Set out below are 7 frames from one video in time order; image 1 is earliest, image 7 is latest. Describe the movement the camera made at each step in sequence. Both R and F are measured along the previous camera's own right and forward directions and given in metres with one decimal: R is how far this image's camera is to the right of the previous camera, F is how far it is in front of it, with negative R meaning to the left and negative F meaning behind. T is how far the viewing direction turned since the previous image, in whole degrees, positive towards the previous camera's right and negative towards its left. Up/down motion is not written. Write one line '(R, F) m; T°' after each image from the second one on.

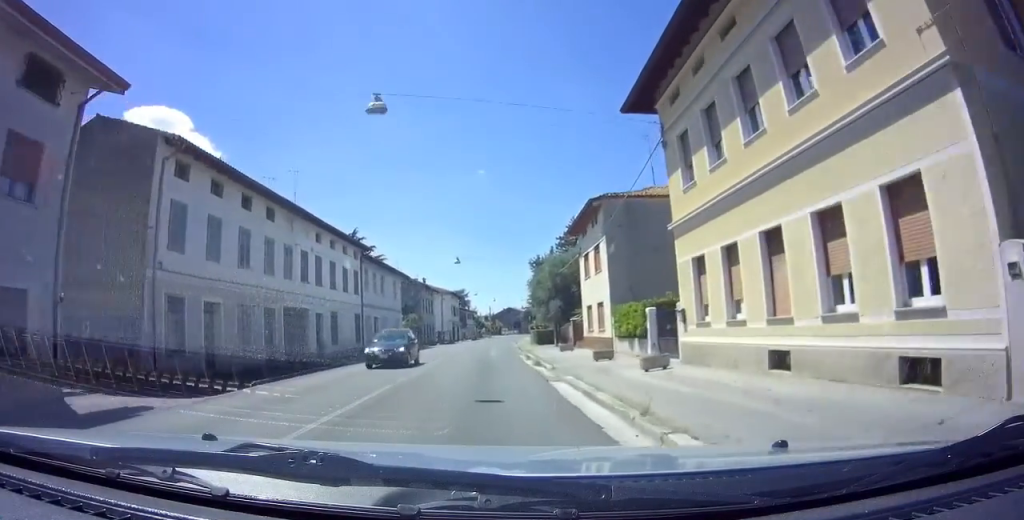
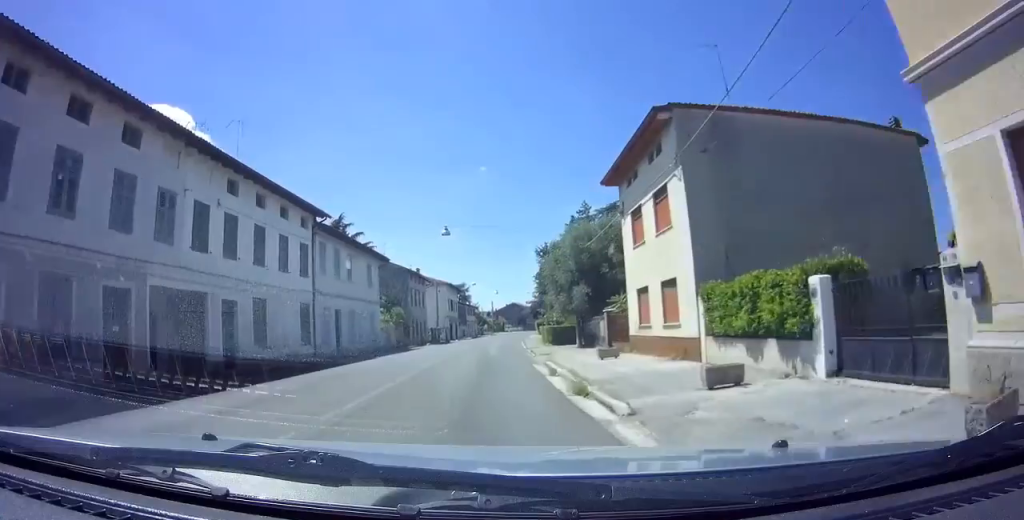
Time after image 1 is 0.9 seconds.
(0.0, +10.7) m; -1°
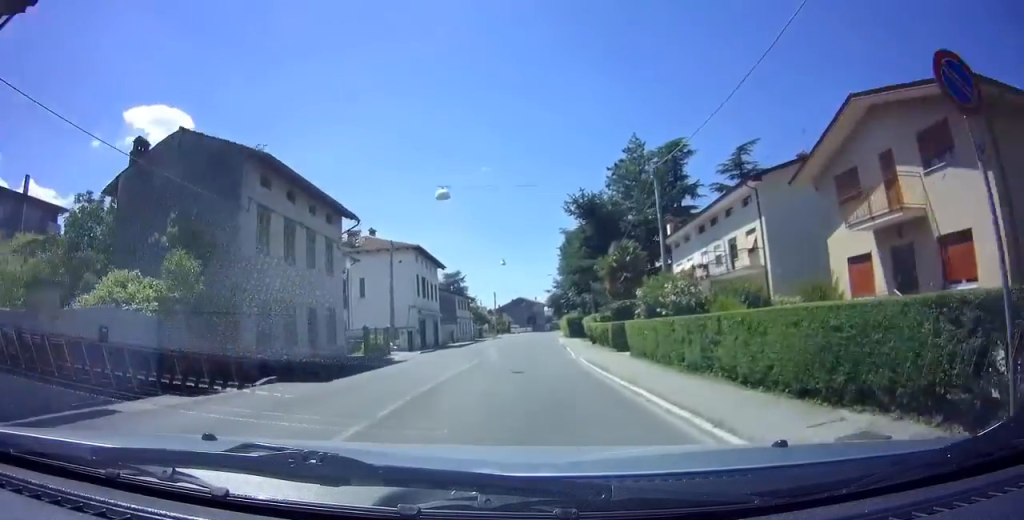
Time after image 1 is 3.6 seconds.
(-0.1, +34.8) m; +2°
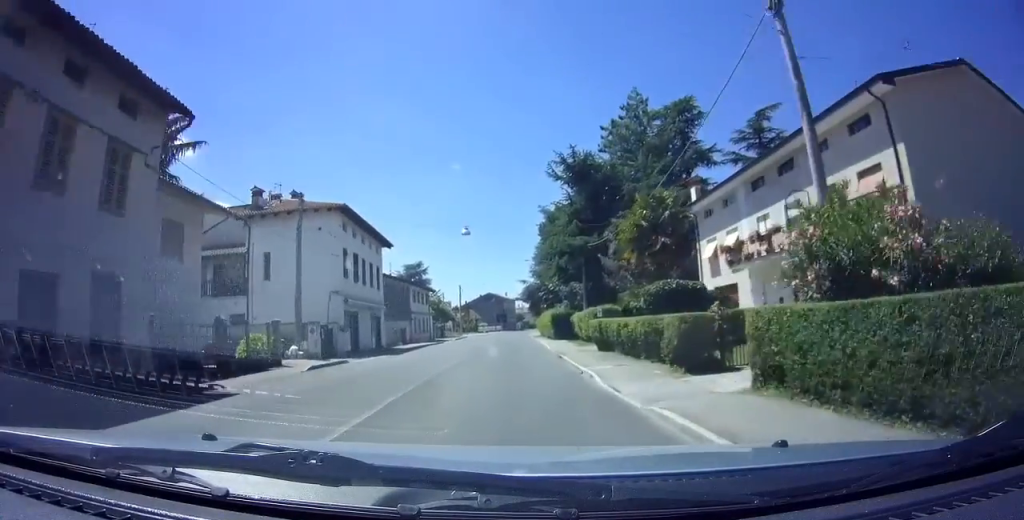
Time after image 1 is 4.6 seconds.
(+0.1, +13.6) m; +2°
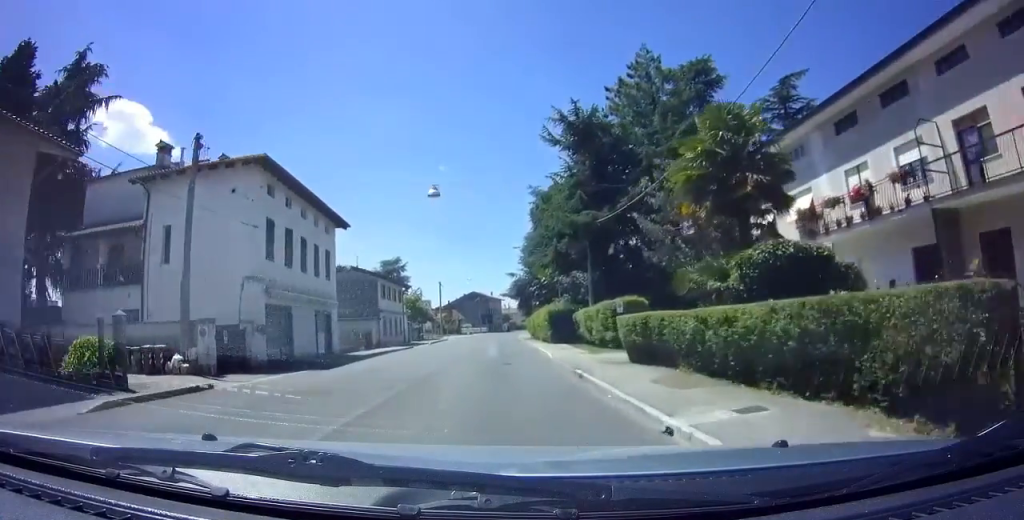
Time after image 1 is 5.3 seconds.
(+0.2, +8.8) m; 0°
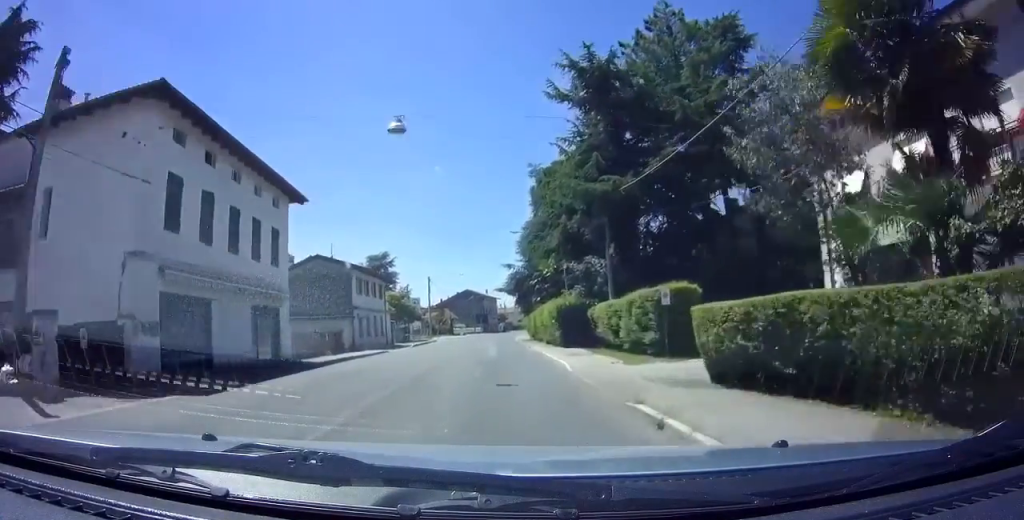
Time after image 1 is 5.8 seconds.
(+0.2, +7.0) m; 0°
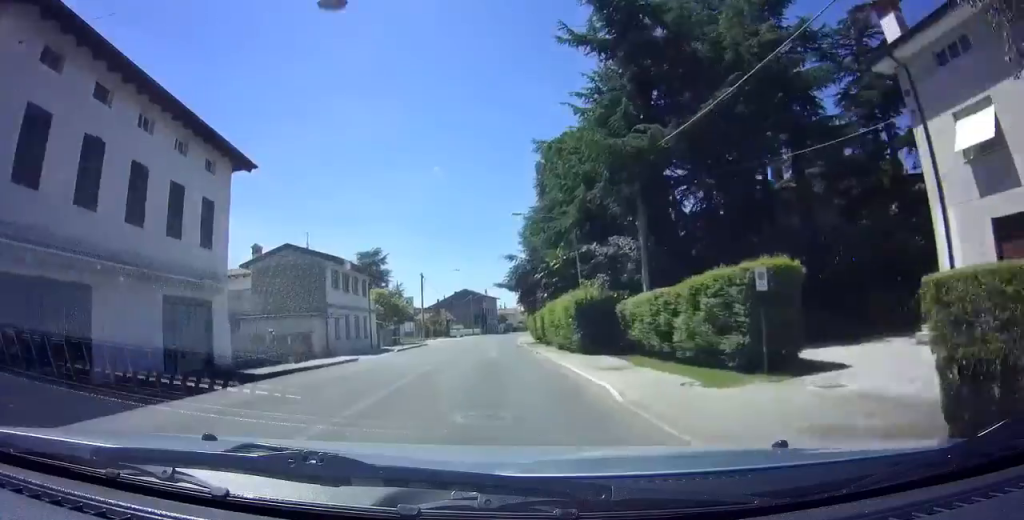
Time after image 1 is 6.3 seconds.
(-0.2, +6.2) m; -1°
